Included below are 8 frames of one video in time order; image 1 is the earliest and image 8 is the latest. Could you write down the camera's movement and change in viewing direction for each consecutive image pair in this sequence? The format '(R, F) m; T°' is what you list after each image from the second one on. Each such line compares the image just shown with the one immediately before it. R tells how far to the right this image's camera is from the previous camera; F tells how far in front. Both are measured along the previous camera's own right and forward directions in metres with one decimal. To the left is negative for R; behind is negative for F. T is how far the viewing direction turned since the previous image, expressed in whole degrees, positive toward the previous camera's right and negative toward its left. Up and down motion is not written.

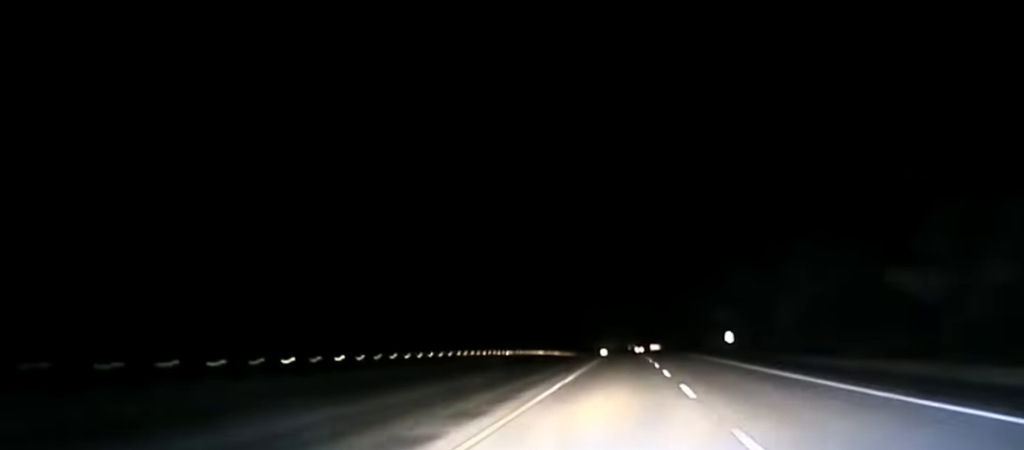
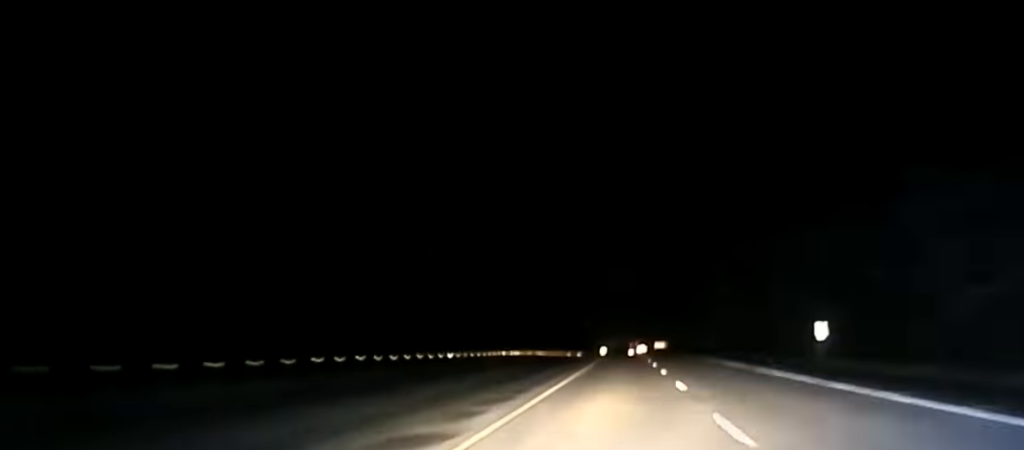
(+0.2, +45.5) m; 0°
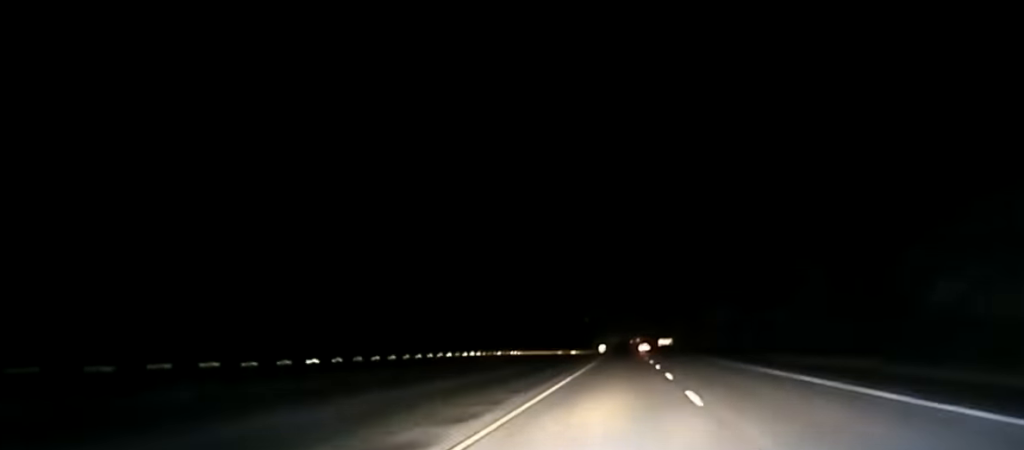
(+0.1, +44.0) m; 0°
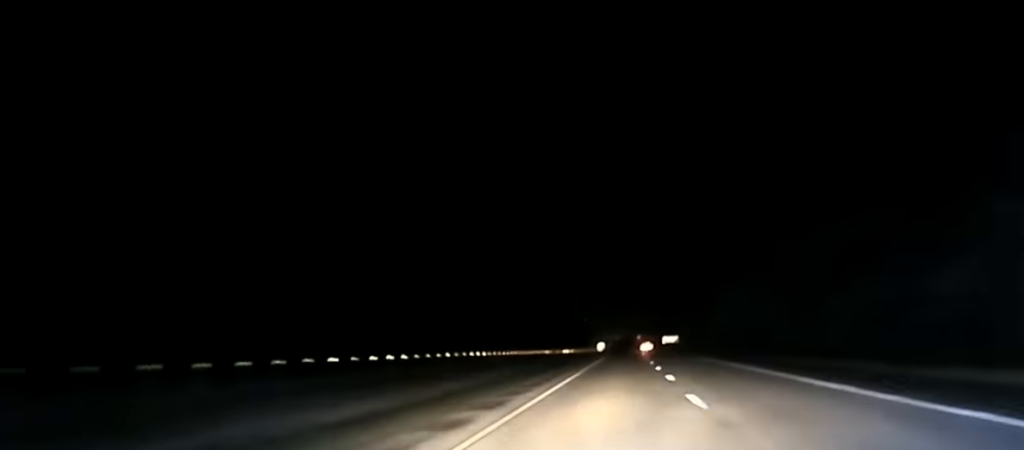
(+0.2, +35.6) m; 0°
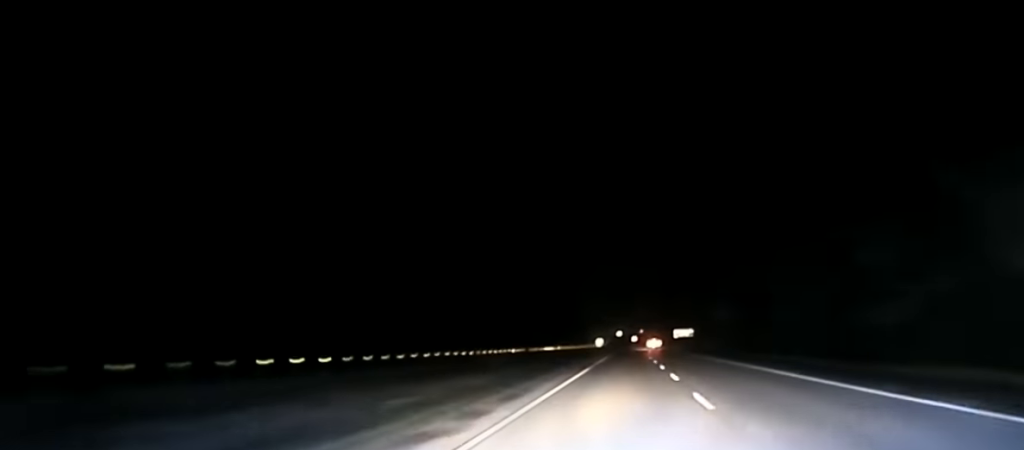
(-0.4, +63.9) m; 0°
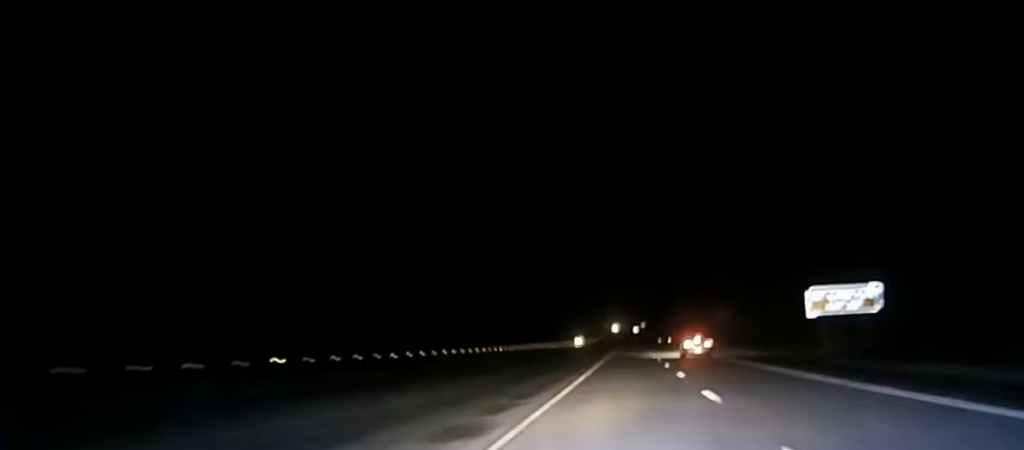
(+0.3, +191.0) m; 0°
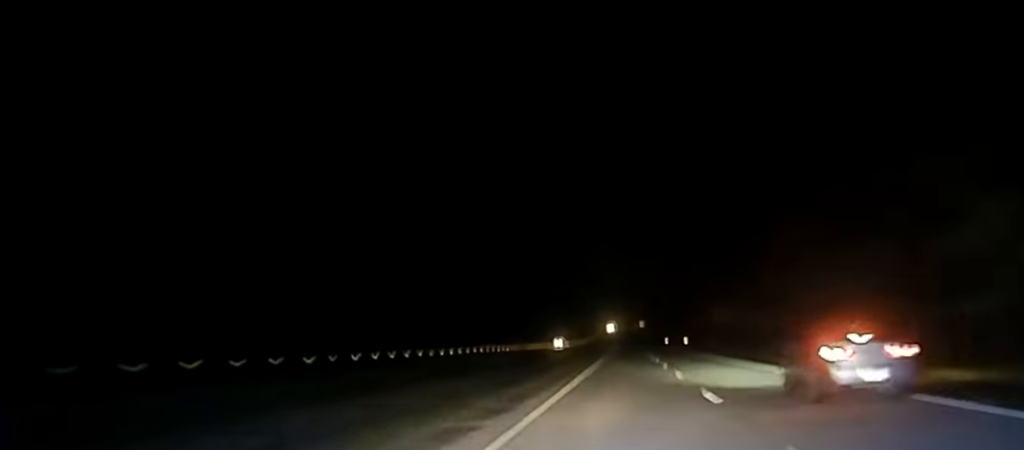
(+0.3, +68.0) m; 0°
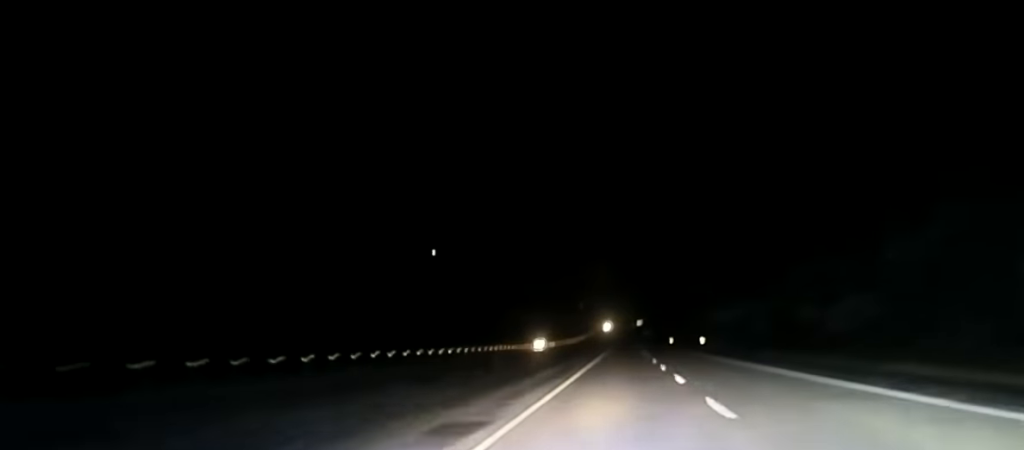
(0.0, +37.6) m; 0°
